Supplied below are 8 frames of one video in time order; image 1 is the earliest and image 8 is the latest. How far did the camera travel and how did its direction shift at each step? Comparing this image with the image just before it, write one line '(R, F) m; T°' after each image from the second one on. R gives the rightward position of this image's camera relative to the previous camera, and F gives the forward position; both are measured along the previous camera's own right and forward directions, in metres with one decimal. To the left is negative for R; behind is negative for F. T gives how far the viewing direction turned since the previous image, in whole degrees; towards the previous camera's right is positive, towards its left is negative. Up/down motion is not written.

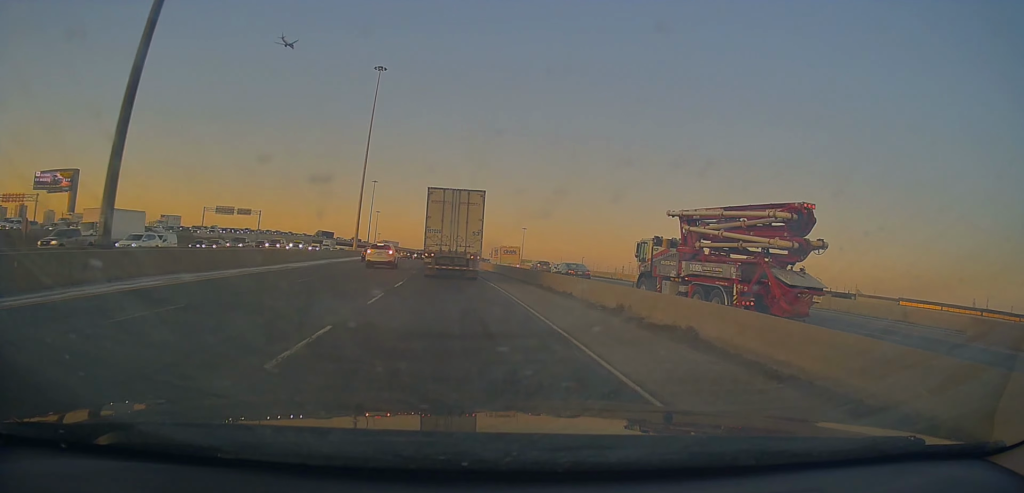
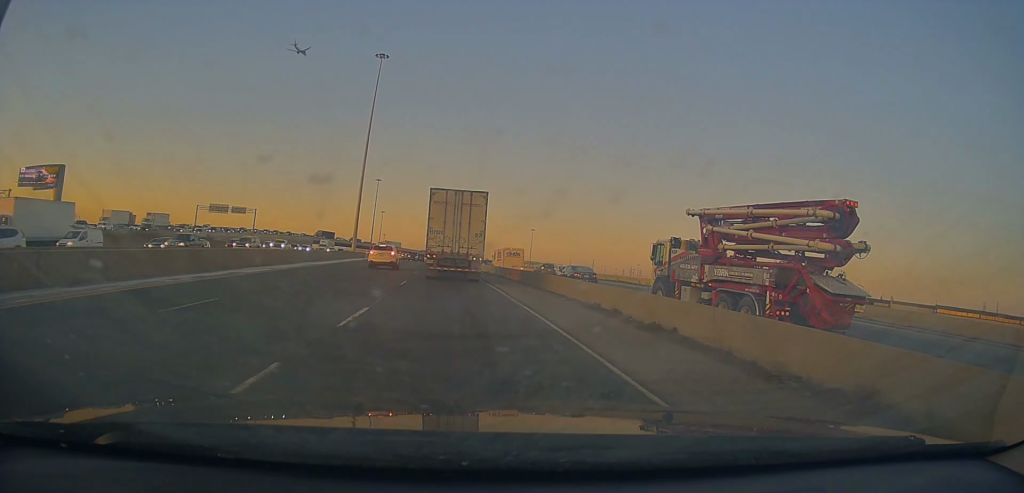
(-0.3, +10.0) m; -1°
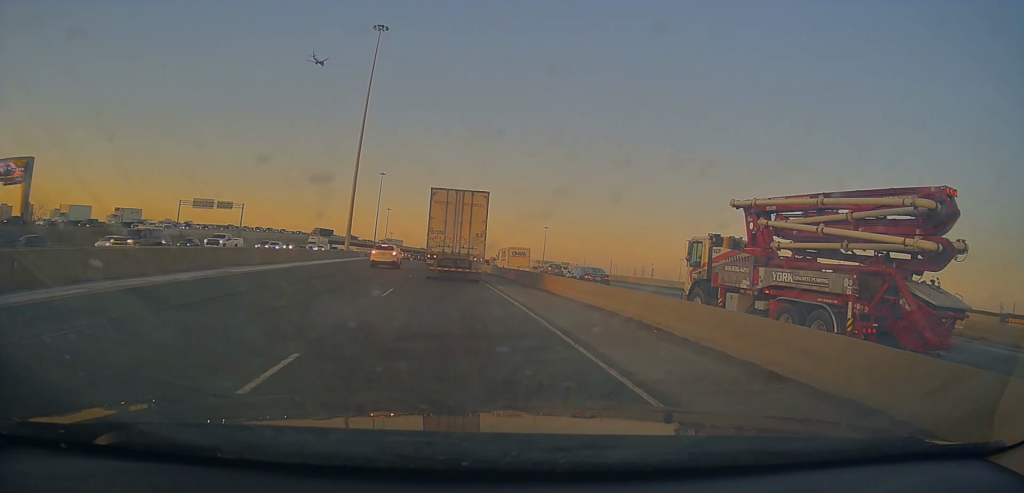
(-0.3, +17.6) m; -1°
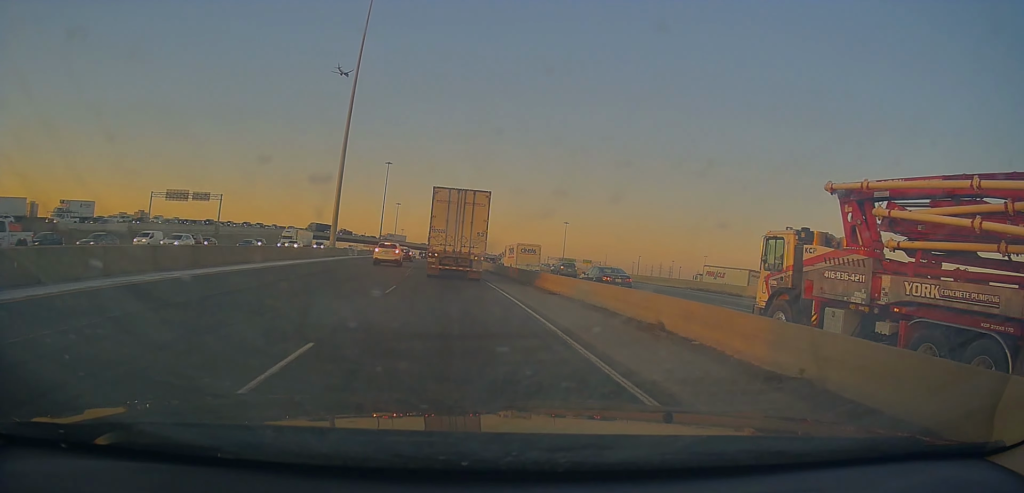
(-0.2, +23.4) m; -1°
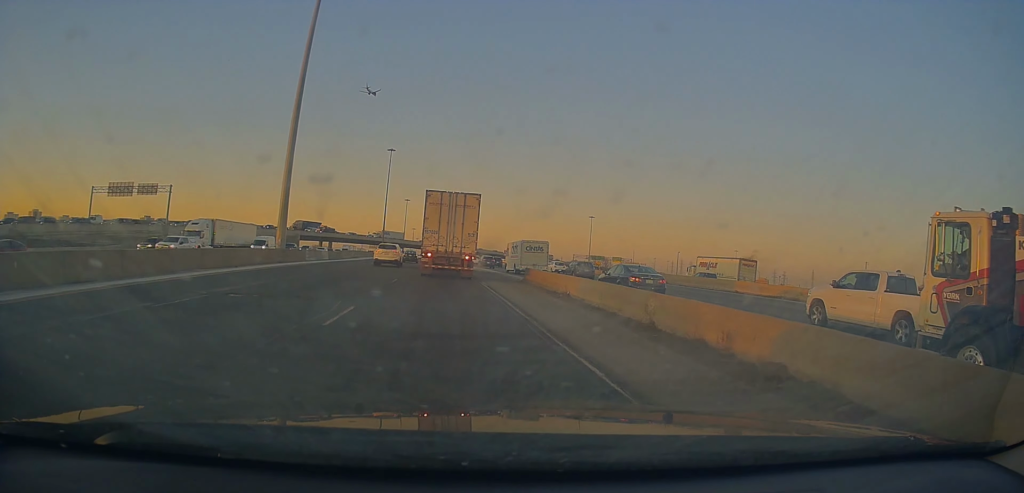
(-0.4, +31.1) m; -2°
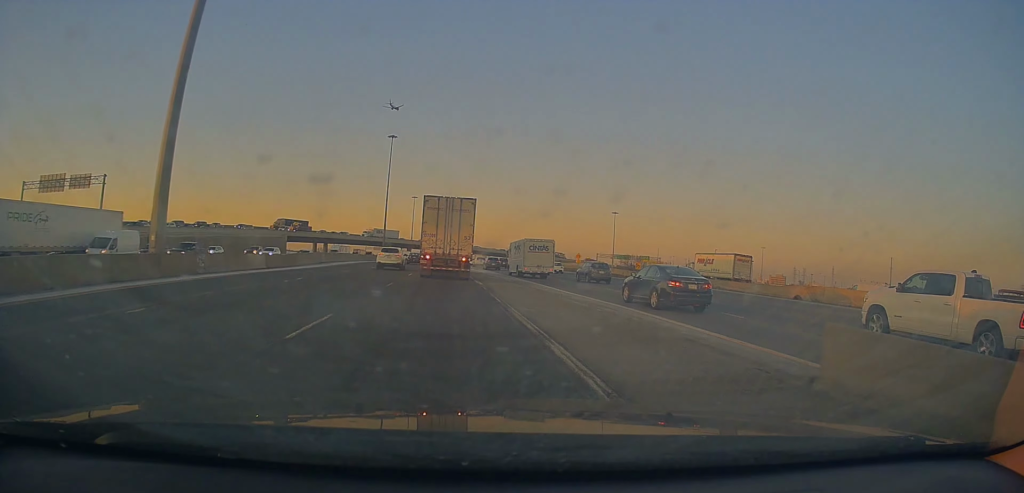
(-0.8, +25.2) m; -2°
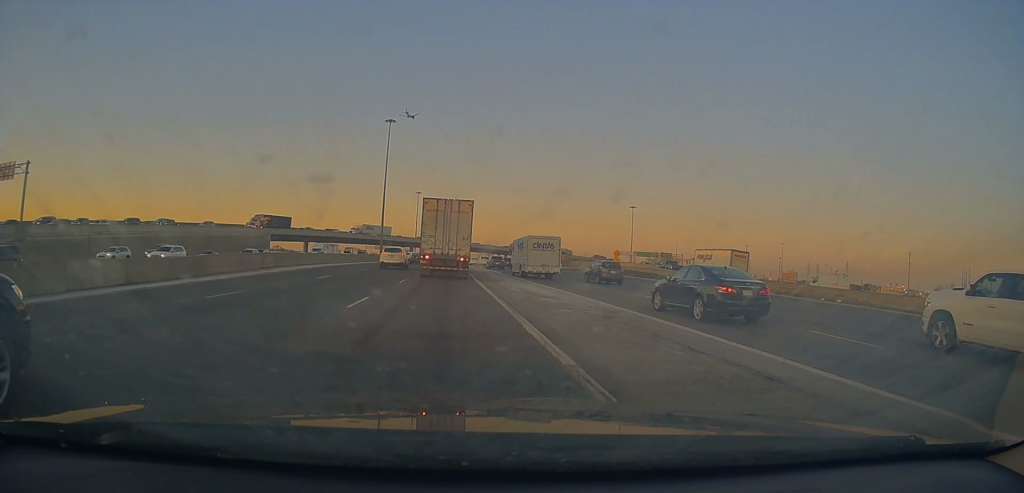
(+0.1, +19.4) m; 0°
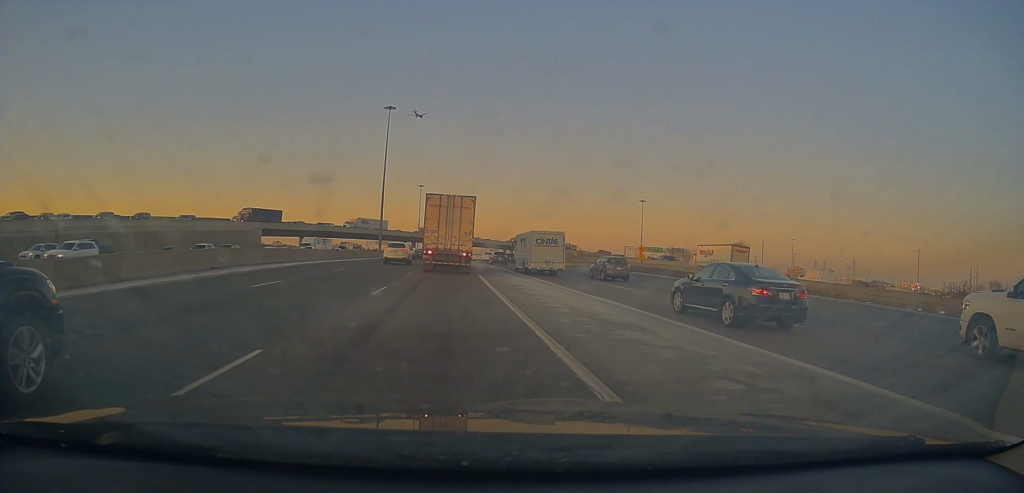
(0.0, +8.9) m; 0°
